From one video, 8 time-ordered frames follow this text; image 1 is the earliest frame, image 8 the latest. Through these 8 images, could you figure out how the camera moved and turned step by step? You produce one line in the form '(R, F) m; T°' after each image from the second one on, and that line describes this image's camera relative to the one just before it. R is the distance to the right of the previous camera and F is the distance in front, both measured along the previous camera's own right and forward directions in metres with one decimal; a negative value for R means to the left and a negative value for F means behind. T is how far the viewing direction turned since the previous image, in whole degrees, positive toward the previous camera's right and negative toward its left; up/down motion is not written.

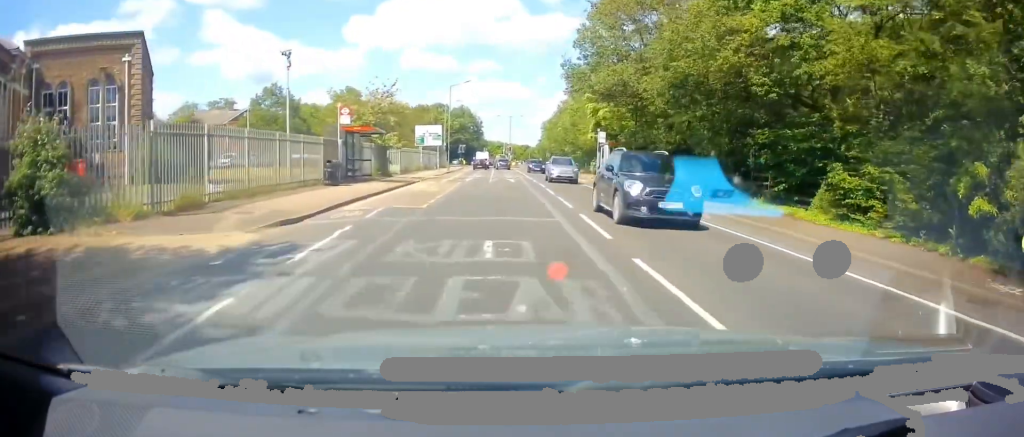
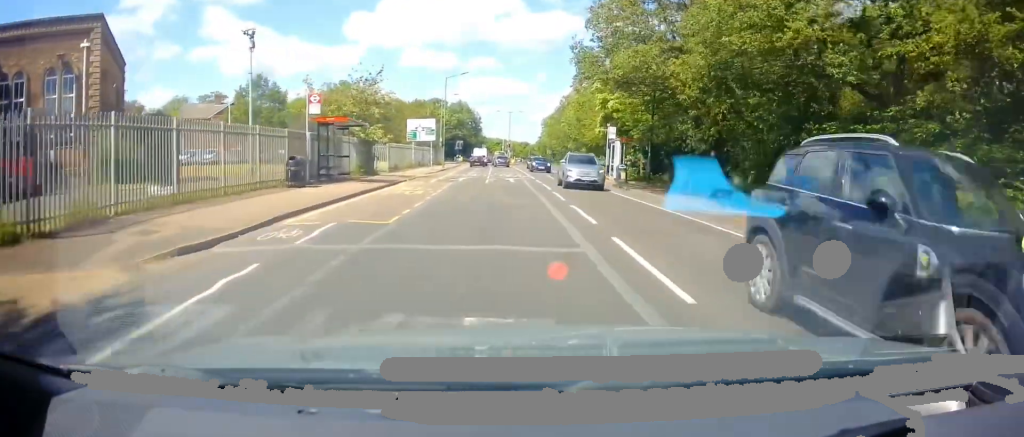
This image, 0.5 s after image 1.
(0.0, +4.3) m; -1°
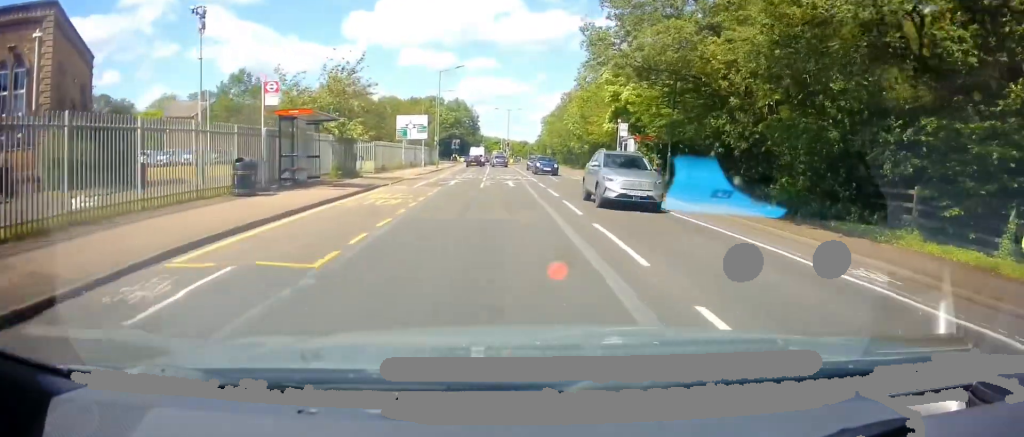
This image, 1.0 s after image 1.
(0.0, +4.3) m; -1°
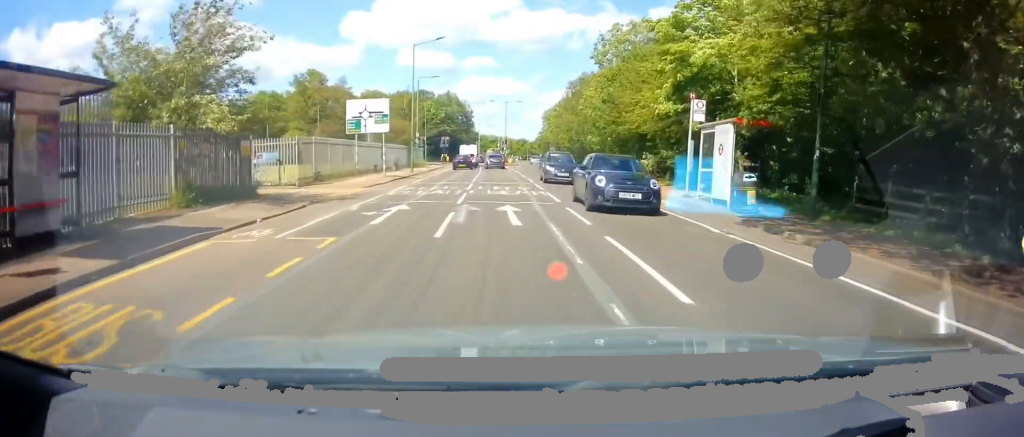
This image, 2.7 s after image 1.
(0.0, +14.4) m; +1°
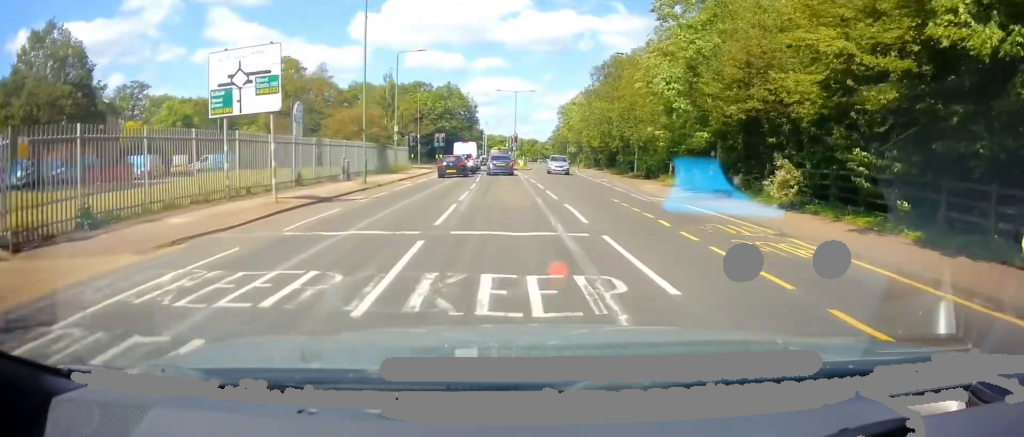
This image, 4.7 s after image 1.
(-0.4, +16.8) m; -2°
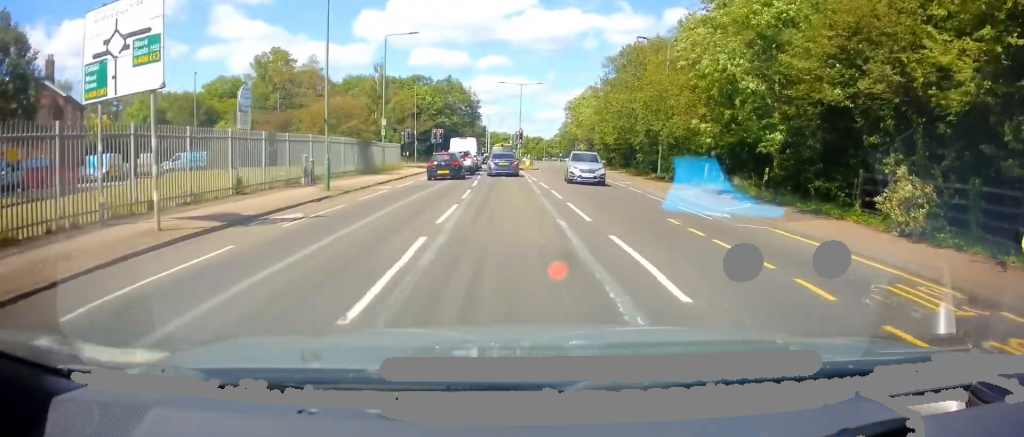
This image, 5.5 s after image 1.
(+0.1, +6.4) m; +1°
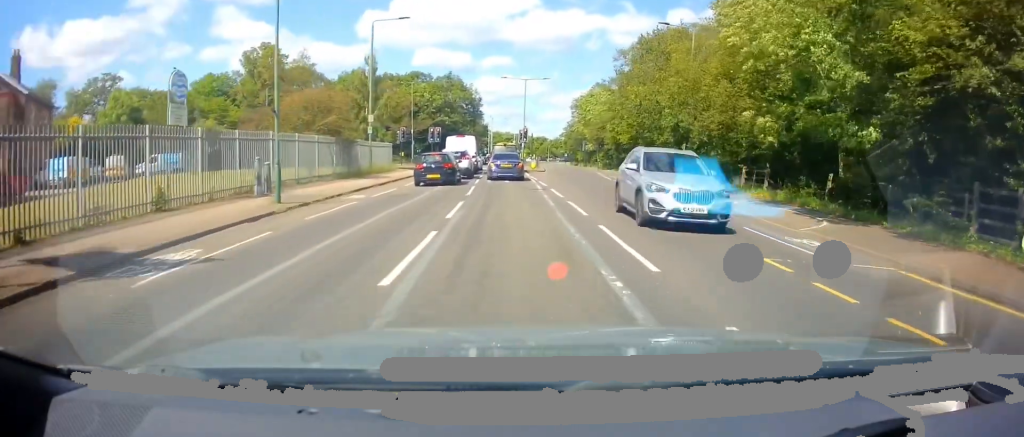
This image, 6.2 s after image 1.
(+0.1, +5.2) m; 0°
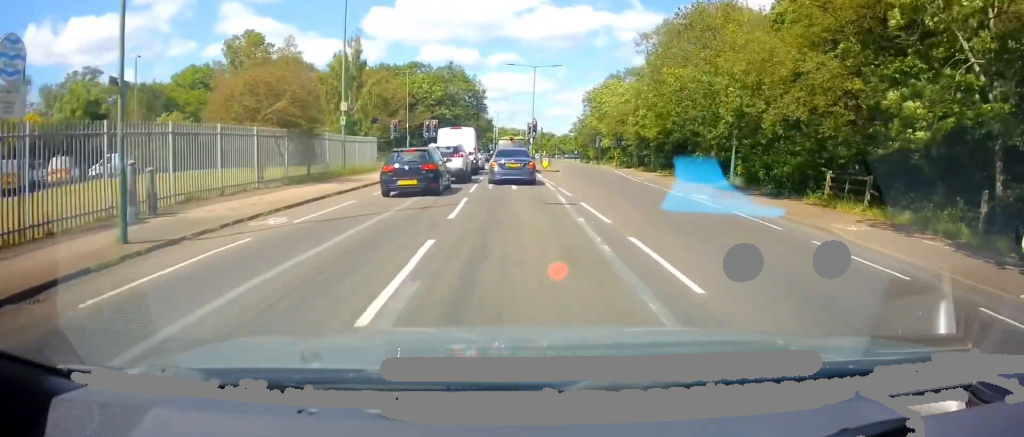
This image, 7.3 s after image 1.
(-0.1, +7.7) m; -1°
